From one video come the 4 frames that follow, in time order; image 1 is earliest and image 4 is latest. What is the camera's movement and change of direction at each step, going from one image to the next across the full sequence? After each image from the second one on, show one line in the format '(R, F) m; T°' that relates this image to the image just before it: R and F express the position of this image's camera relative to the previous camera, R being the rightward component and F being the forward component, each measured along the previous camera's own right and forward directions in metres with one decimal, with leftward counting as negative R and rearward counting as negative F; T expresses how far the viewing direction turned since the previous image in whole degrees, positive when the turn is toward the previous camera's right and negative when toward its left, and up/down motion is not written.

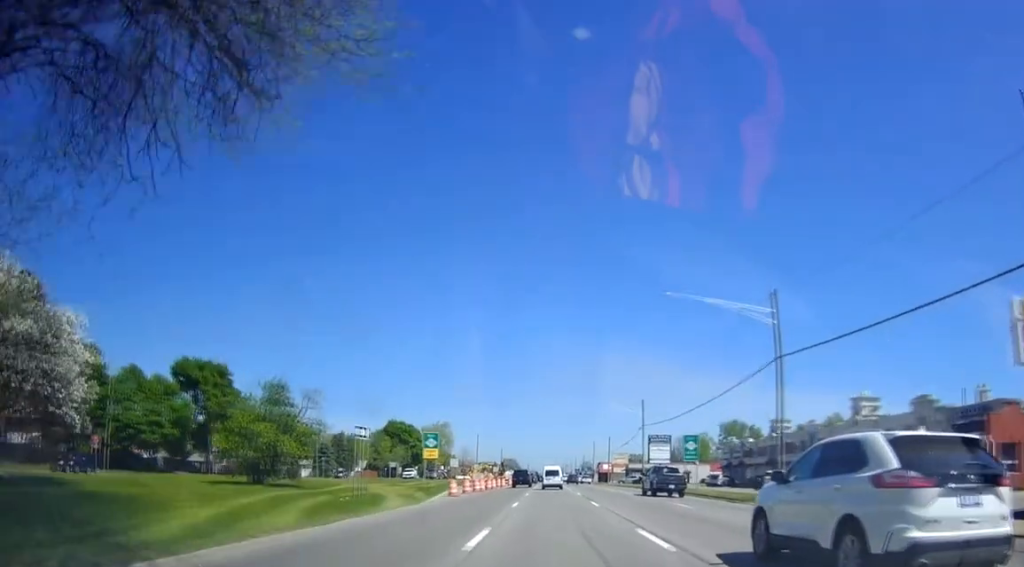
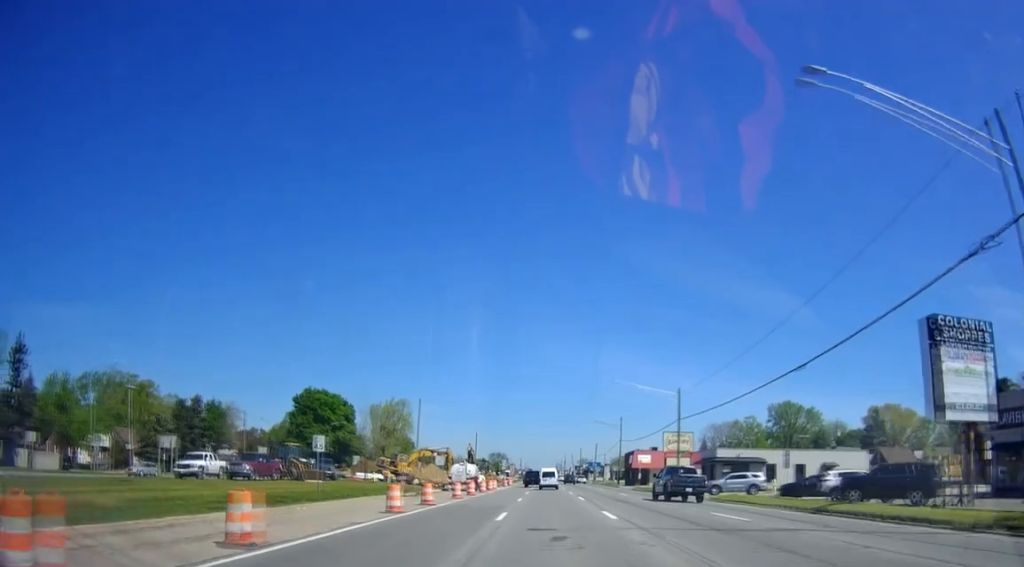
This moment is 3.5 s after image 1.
(+2.0, +68.6) m; +1°
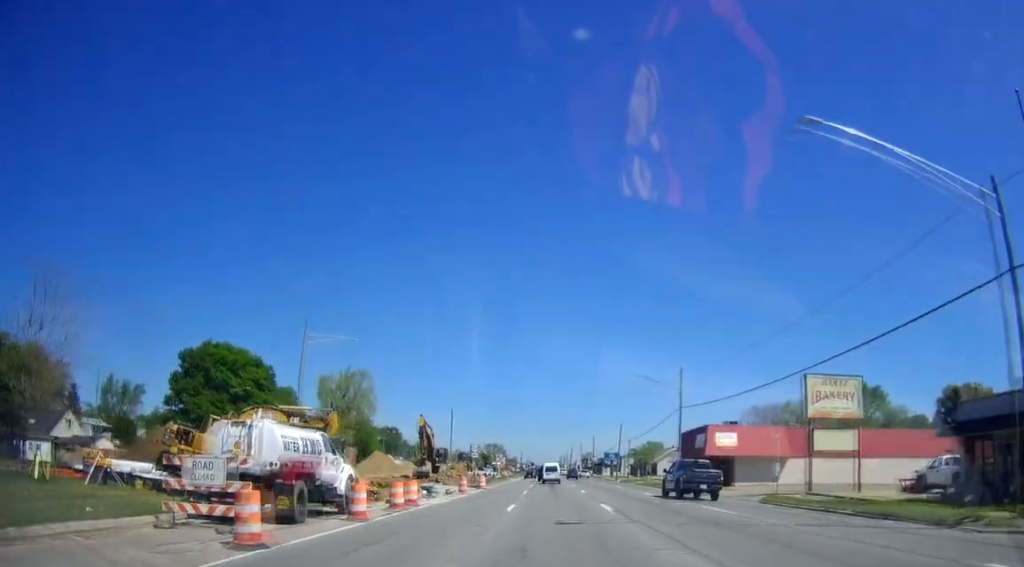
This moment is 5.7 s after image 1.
(-0.9, +43.4) m; -1°
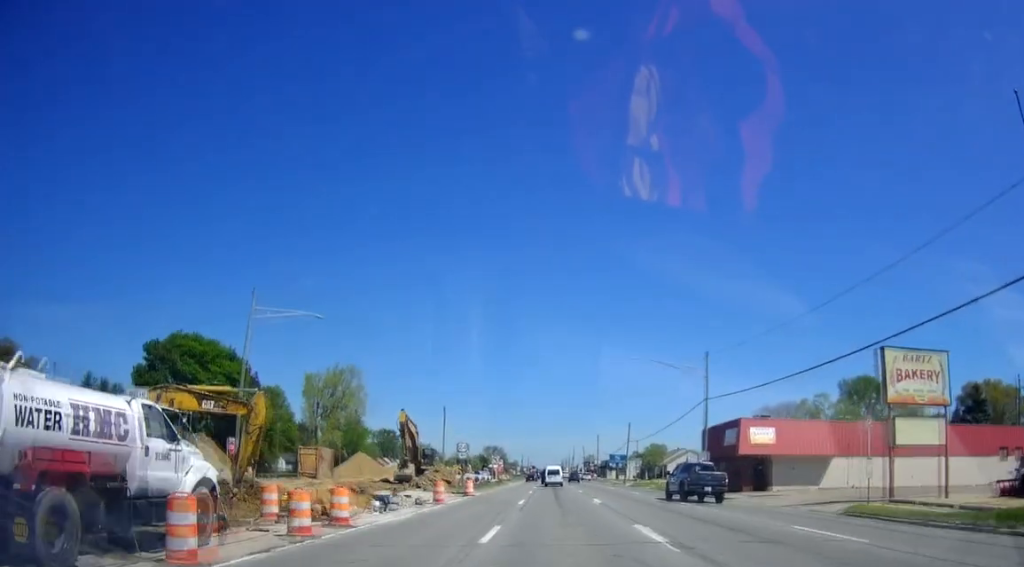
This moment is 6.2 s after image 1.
(+0.2, +9.1) m; 0°
